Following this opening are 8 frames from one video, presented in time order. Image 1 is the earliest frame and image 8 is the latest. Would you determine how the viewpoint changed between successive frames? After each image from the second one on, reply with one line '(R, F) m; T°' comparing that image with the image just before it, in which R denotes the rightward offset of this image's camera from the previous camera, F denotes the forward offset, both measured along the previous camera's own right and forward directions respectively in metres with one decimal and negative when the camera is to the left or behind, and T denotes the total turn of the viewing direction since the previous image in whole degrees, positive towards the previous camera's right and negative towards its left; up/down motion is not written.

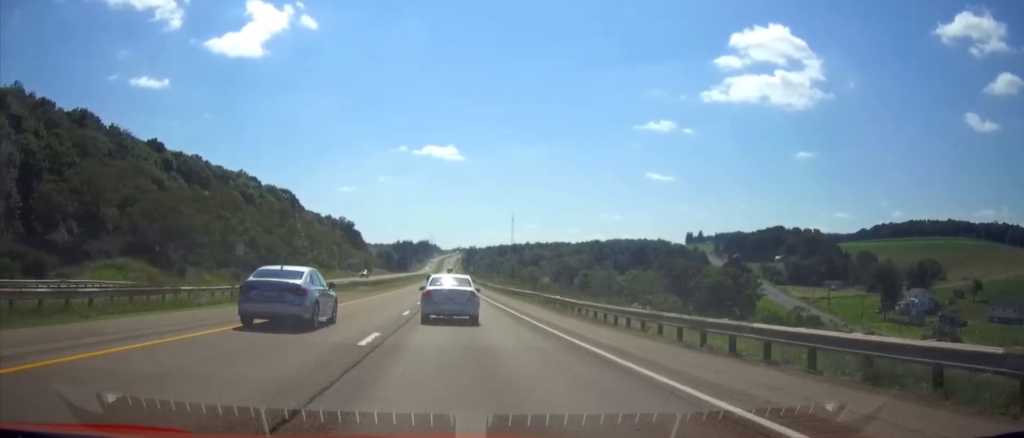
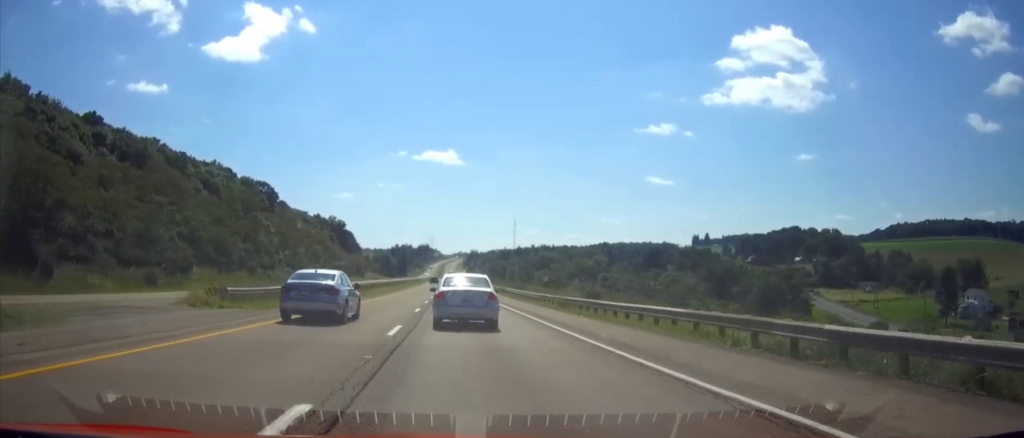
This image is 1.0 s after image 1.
(-0.1, +32.7) m; 0°
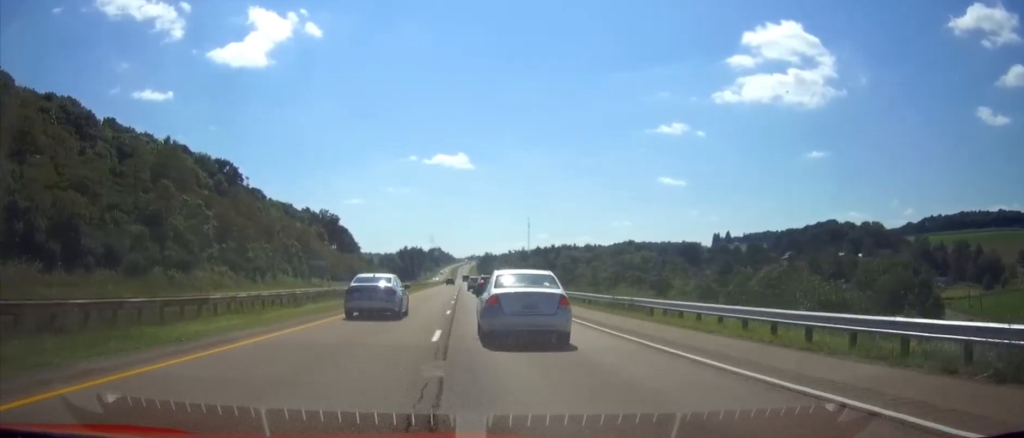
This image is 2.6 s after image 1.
(-0.1, +49.3) m; 0°
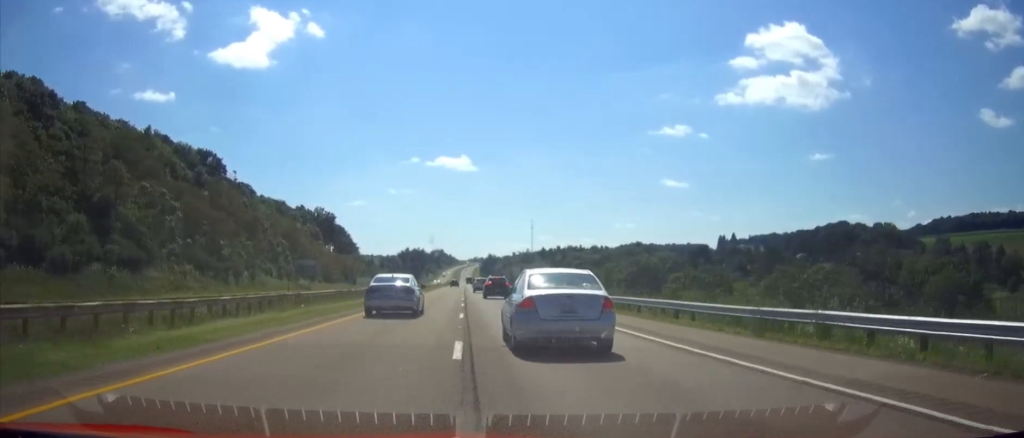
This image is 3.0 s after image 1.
(0.0, +15.2) m; 0°
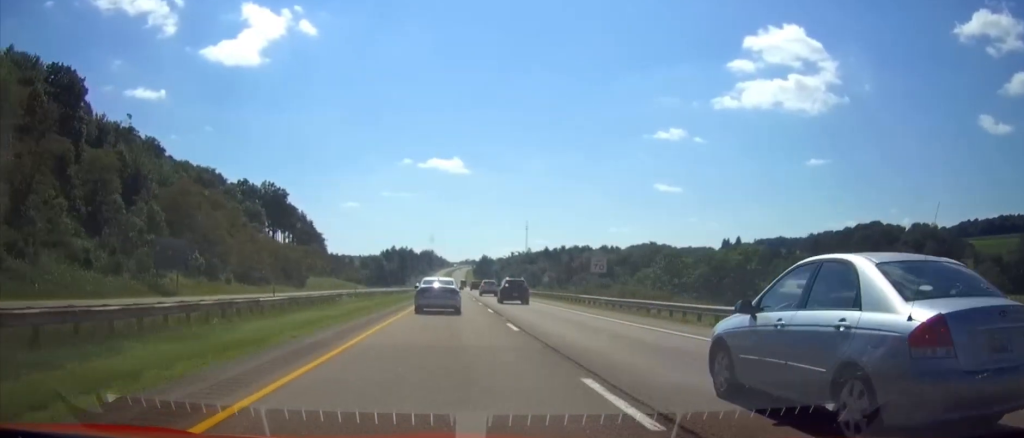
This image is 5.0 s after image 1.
(0.0, +65.8) m; 0°
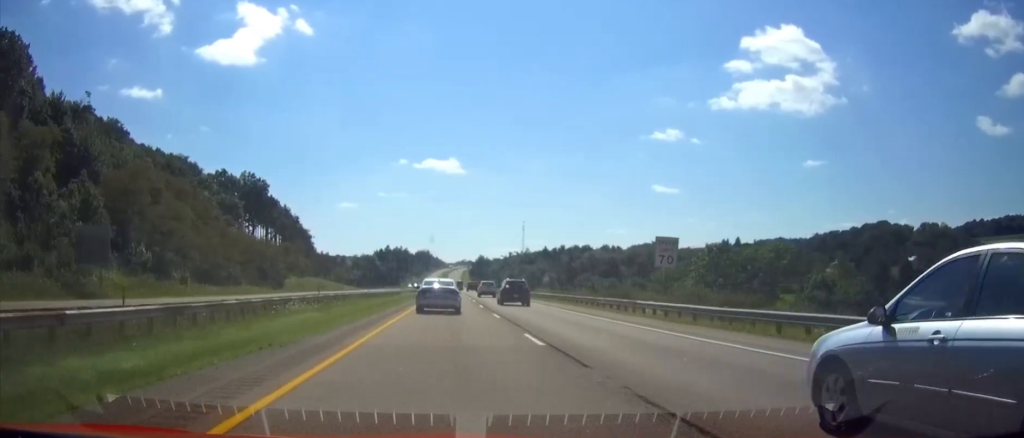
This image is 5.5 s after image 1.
(0.0, +16.6) m; 0°
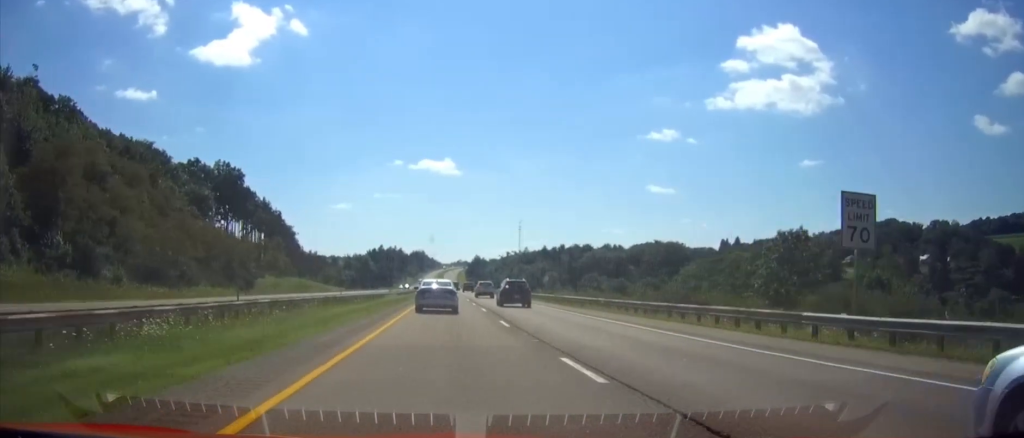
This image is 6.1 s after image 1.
(0.0, +17.8) m; 0°
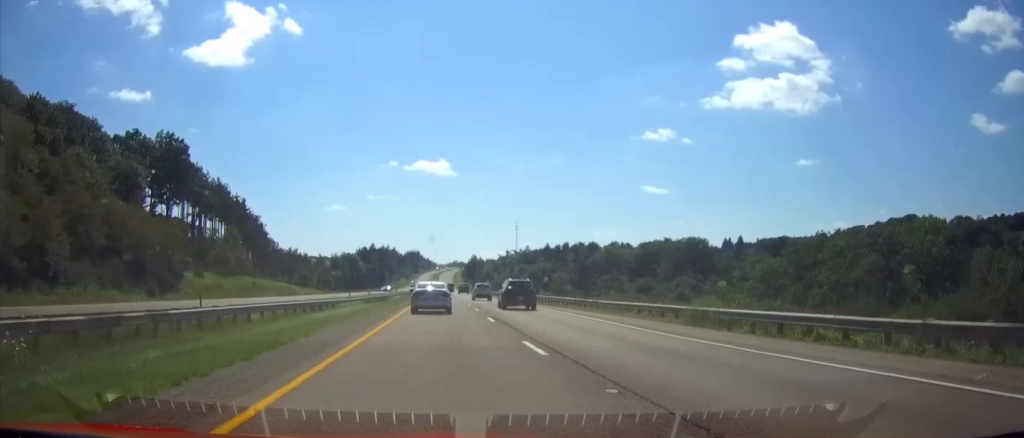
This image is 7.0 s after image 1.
(0.0, +32.5) m; 0°
